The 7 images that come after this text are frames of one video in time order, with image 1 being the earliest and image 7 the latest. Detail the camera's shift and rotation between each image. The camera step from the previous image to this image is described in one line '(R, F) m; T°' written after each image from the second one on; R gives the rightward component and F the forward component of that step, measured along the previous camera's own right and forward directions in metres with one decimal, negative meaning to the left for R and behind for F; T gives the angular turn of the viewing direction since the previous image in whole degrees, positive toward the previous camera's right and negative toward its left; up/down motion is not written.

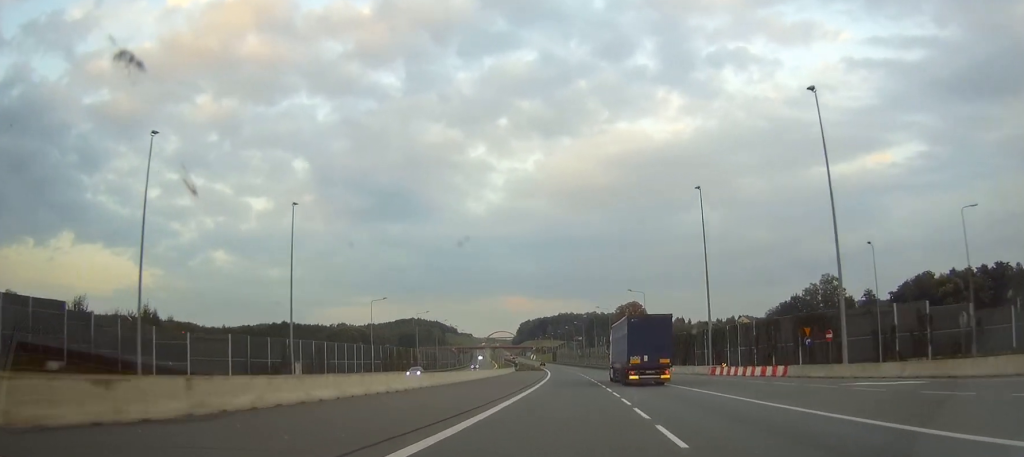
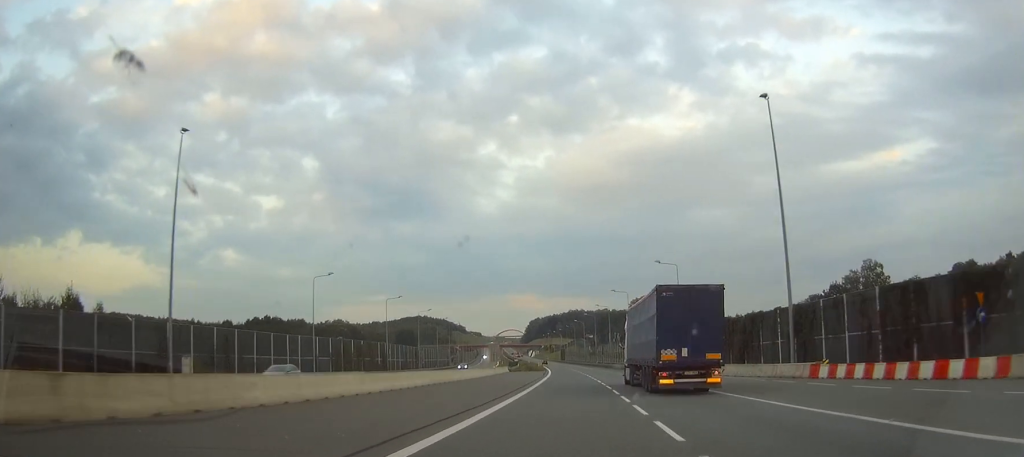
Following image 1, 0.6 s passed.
(-0.1, +29.5) m; -1°
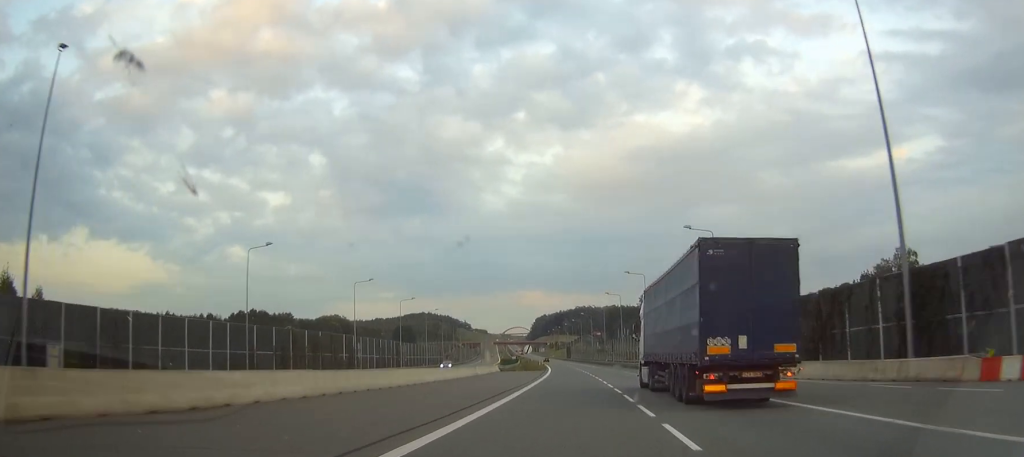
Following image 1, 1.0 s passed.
(-0.2, +19.8) m; 0°
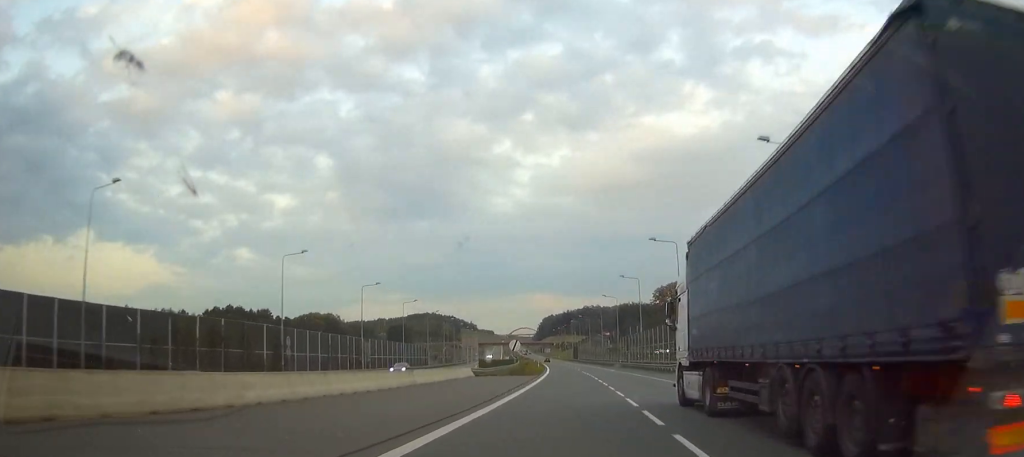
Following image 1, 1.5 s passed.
(-0.1, +26.3) m; -1°
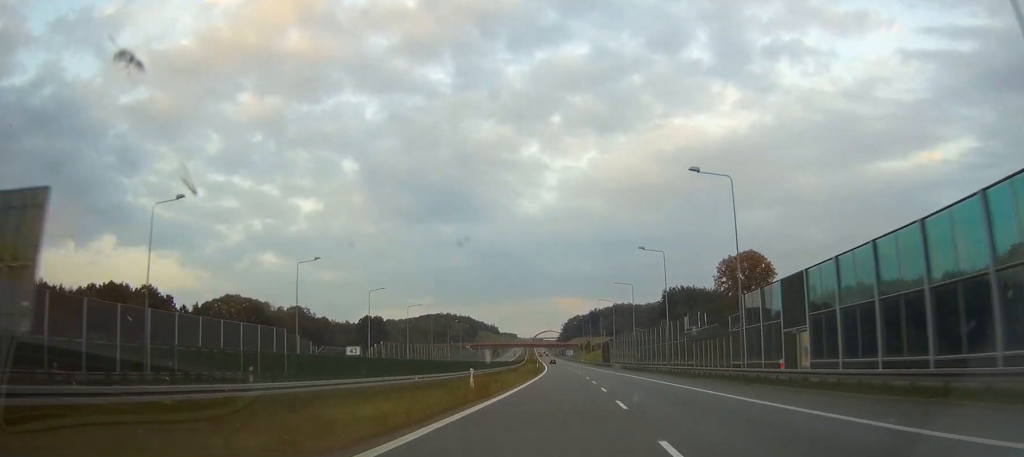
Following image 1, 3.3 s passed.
(-1.3, +85.6) m; -2°
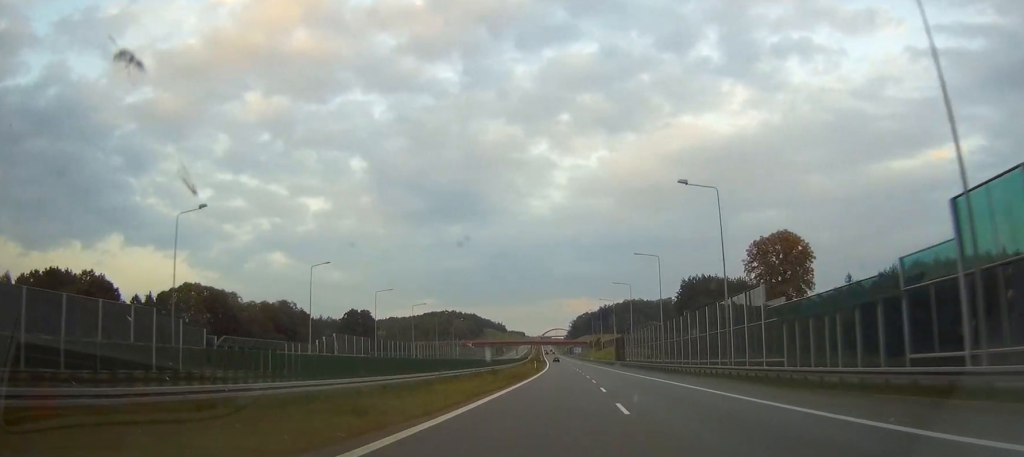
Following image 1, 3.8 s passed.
(-0.1, +26.4) m; -1°
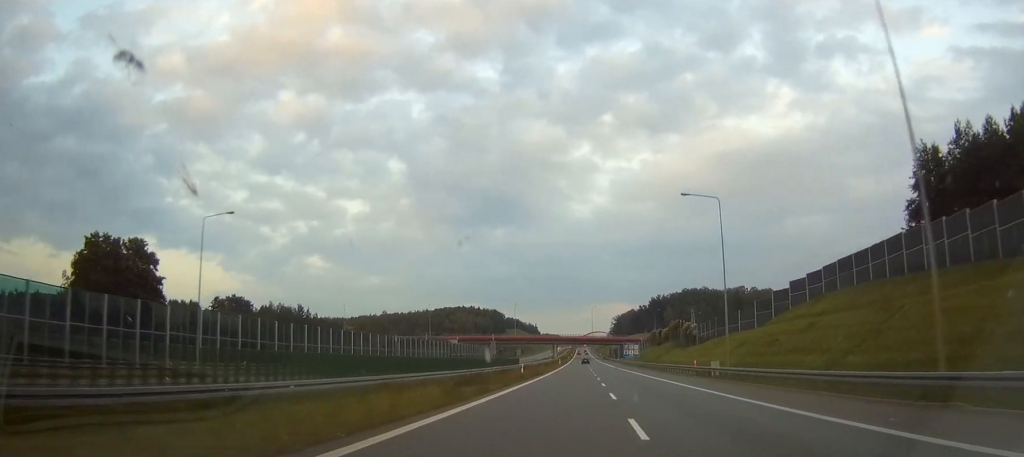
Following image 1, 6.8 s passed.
(-4.8, +148.4) m; -3°
